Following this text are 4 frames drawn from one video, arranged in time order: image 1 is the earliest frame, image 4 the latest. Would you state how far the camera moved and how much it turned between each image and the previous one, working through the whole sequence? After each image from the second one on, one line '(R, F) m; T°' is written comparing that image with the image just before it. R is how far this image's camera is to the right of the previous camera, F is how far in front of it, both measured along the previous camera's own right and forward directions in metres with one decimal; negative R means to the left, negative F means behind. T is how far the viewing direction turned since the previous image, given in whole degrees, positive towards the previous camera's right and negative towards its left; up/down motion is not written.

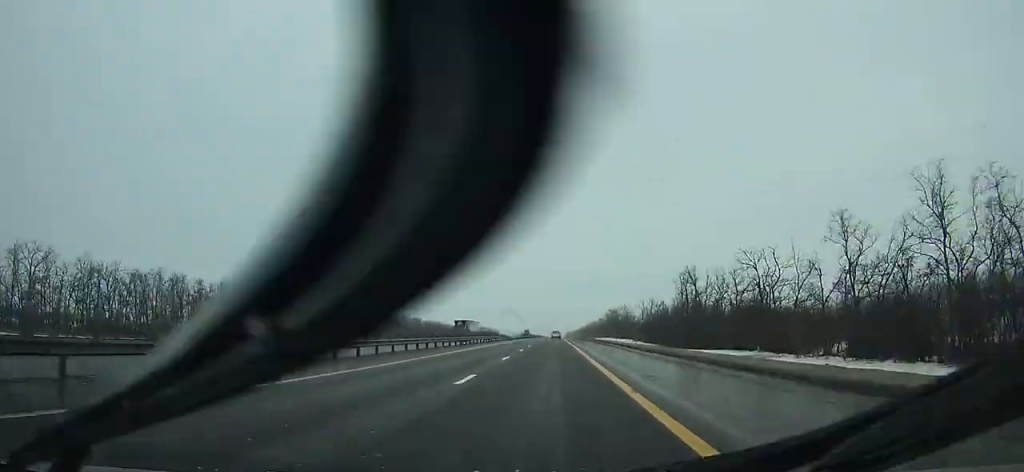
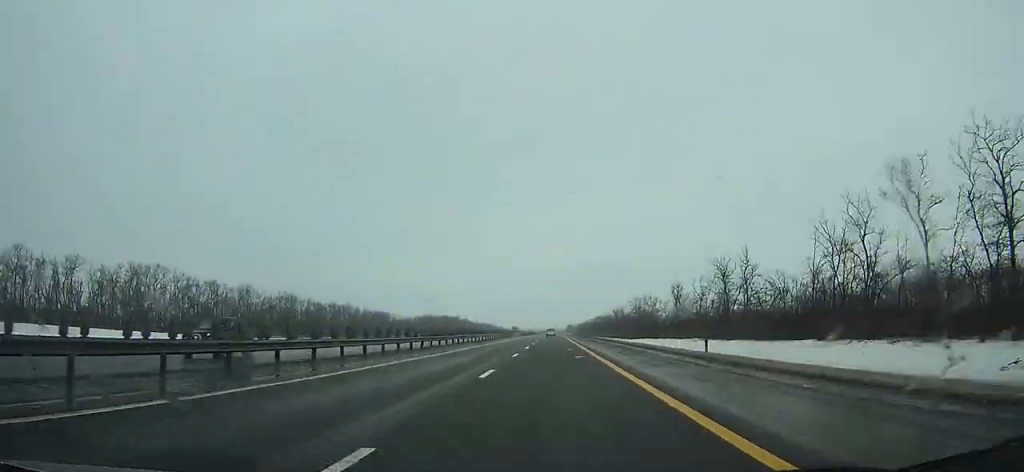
(+0.7, +216.1) m; 0°
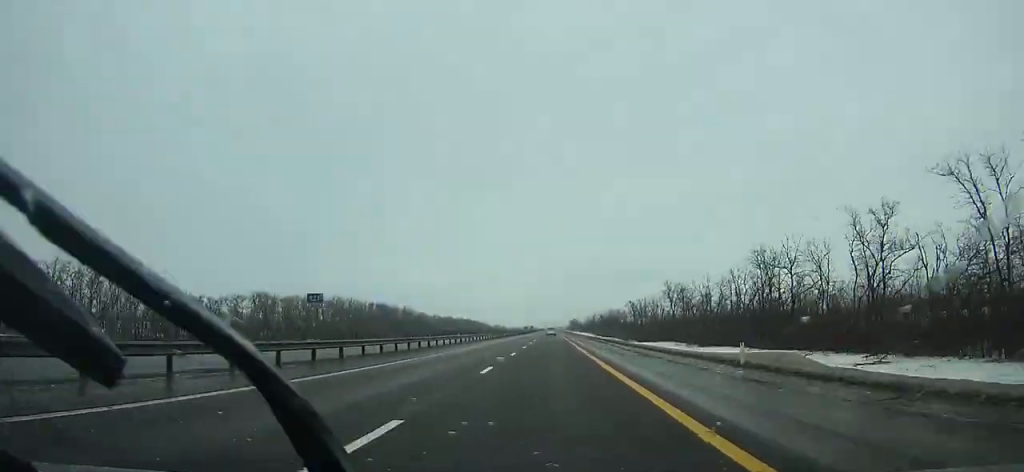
(0.0, +203.0) m; 0°
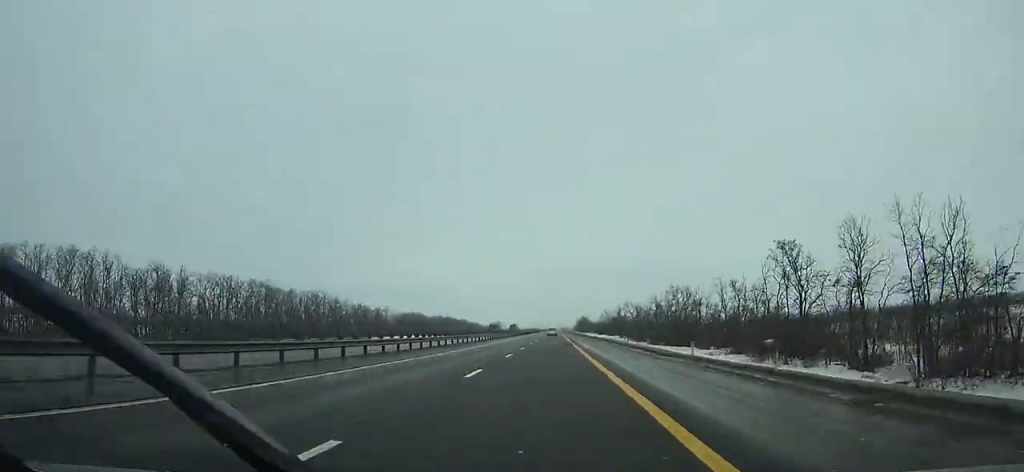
(-0.1, +123.9) m; 0°
